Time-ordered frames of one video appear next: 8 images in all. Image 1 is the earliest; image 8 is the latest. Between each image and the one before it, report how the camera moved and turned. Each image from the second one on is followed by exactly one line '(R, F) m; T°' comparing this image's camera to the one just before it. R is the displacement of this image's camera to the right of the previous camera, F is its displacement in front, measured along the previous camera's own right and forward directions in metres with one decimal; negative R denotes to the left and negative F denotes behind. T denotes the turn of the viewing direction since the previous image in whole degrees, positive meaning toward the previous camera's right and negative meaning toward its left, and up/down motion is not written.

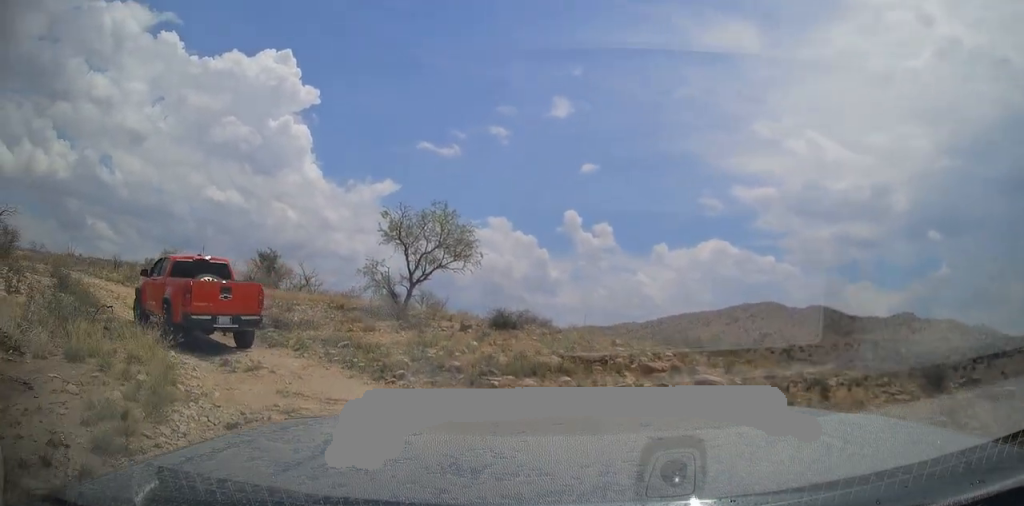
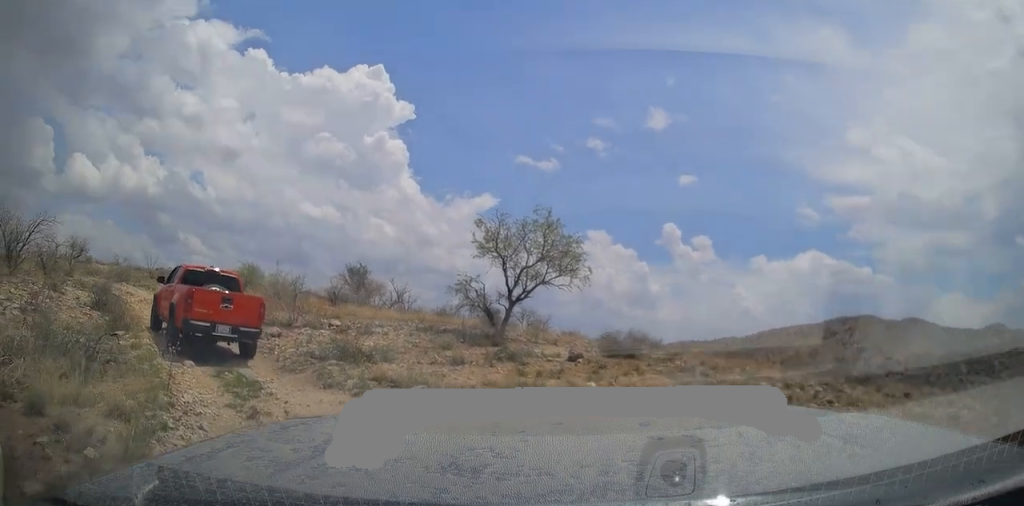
(0.0, +3.0) m; -8°
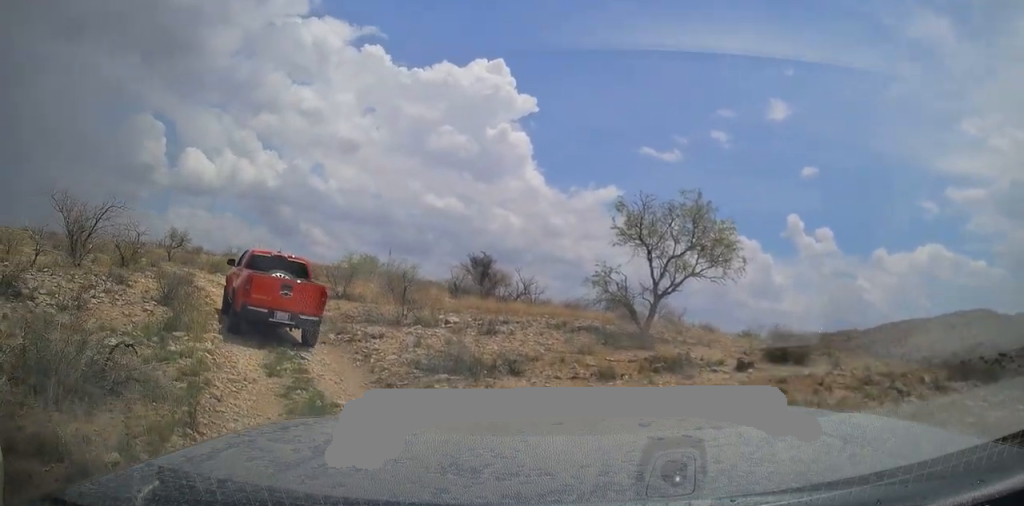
(-0.4, +2.8) m; -13°
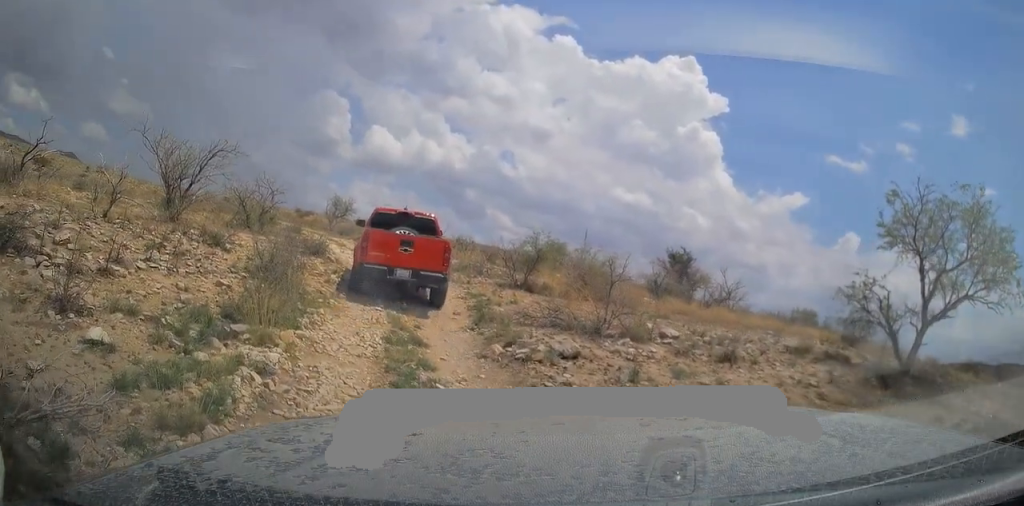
(-0.4, +4.8) m; -13°
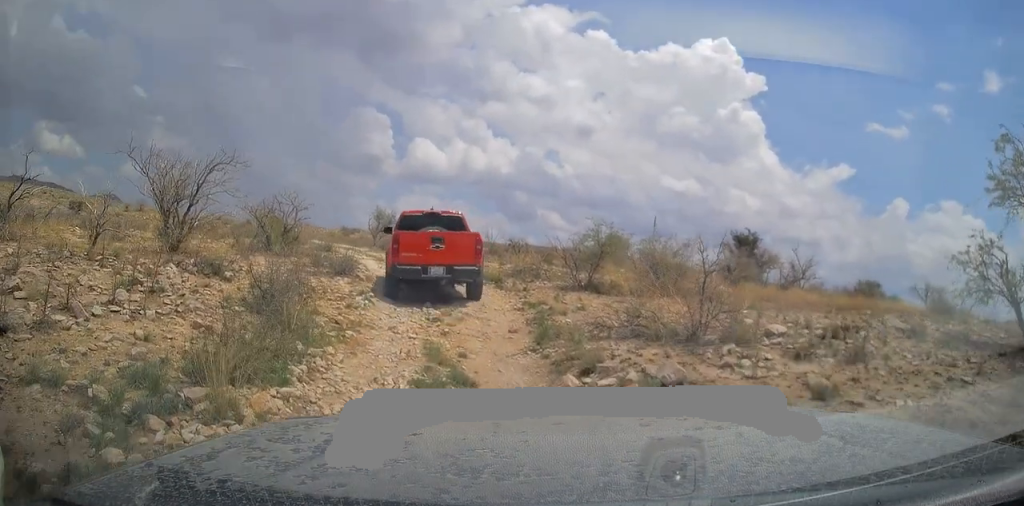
(-0.2, +2.4) m; -5°
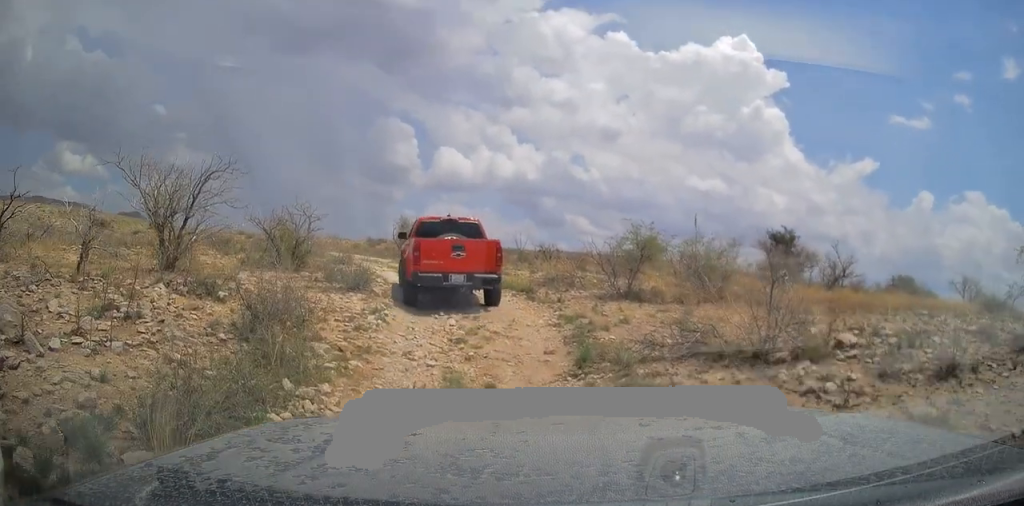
(0.0, +1.5) m; -2°
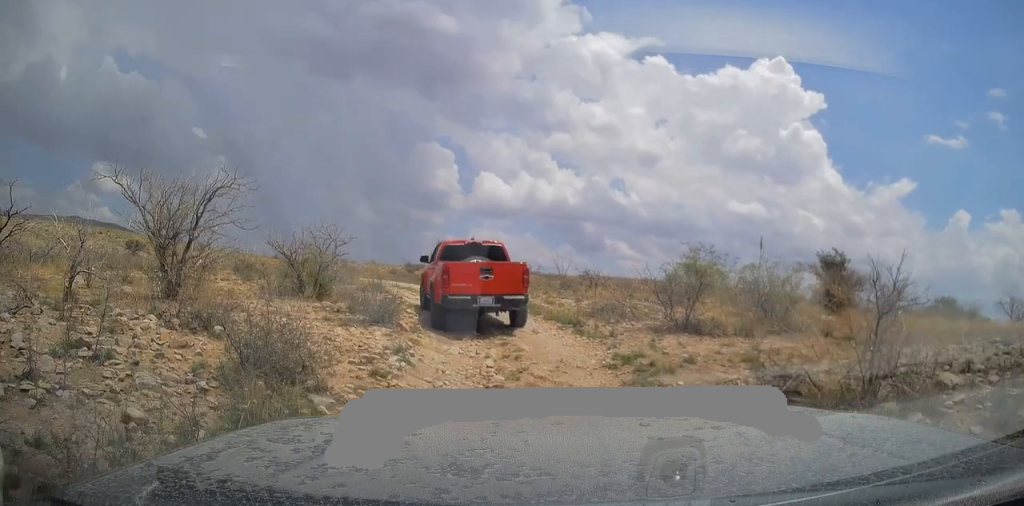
(0.0, +1.8) m; -3°
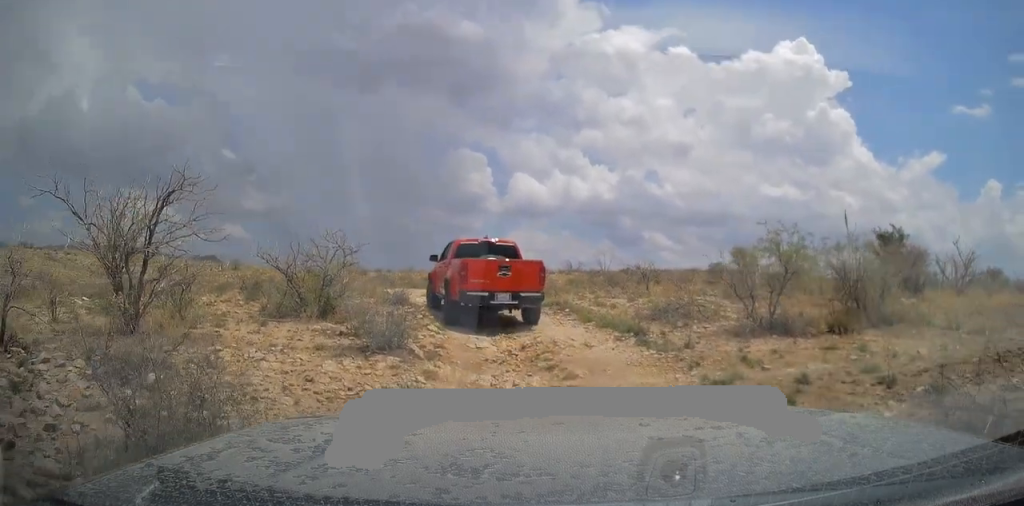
(-0.1, +2.9) m; -2°
